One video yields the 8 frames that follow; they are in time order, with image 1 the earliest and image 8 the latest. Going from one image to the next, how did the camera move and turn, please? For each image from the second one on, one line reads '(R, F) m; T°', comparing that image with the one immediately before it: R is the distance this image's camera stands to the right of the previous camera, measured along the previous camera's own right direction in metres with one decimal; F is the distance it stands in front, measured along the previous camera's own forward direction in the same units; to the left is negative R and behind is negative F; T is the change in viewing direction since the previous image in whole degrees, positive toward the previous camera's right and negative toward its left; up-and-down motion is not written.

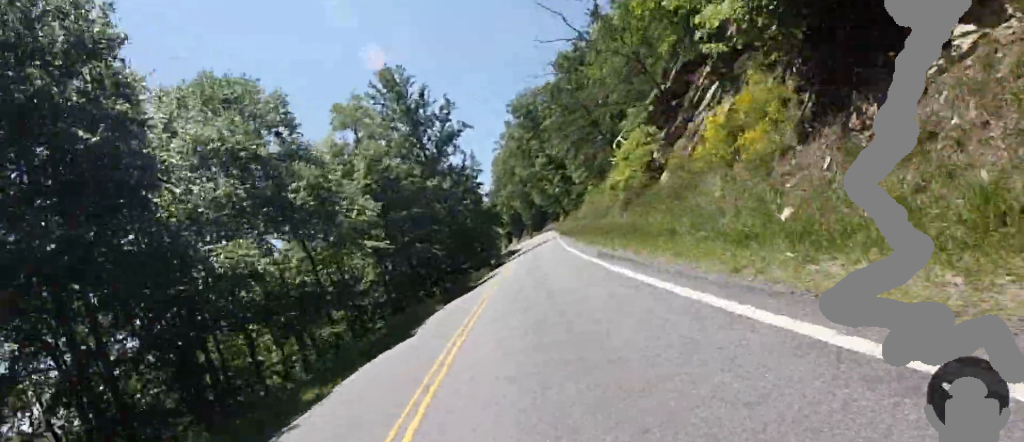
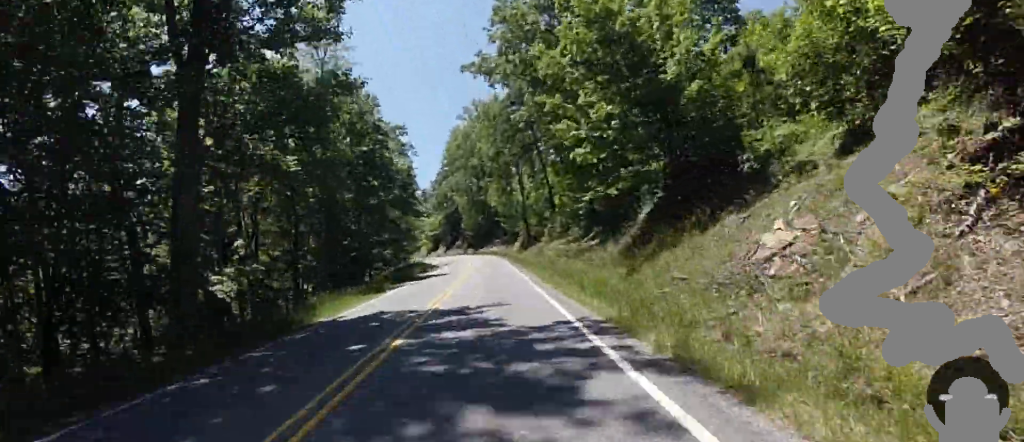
(-4.5, +45.1) m; -11°
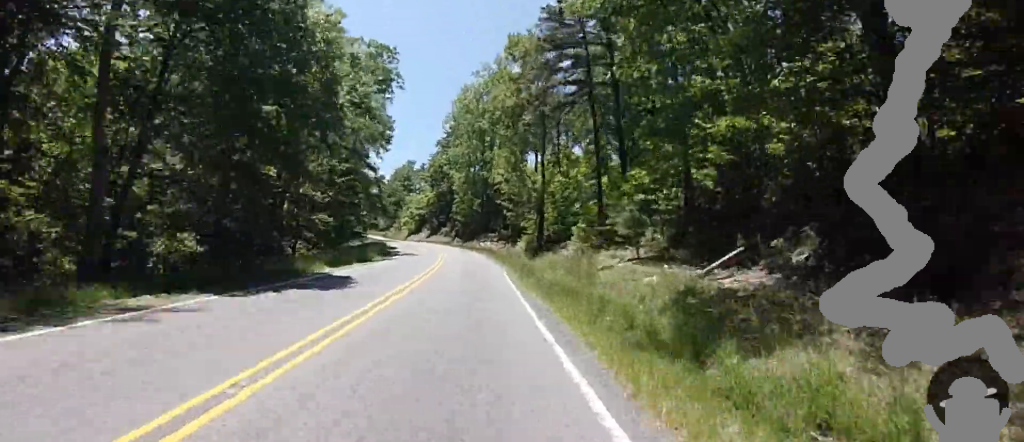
(-4.4, +22.0) m; +11°
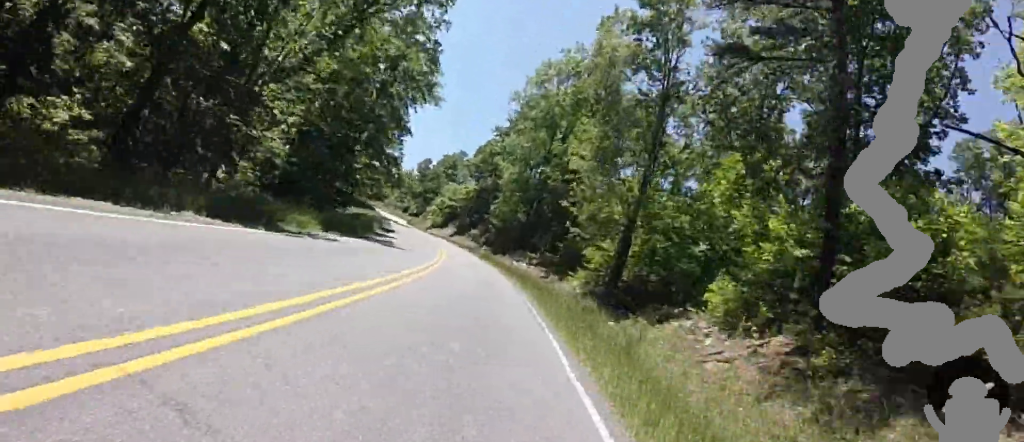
(+7.3, +9.3) m; +15°
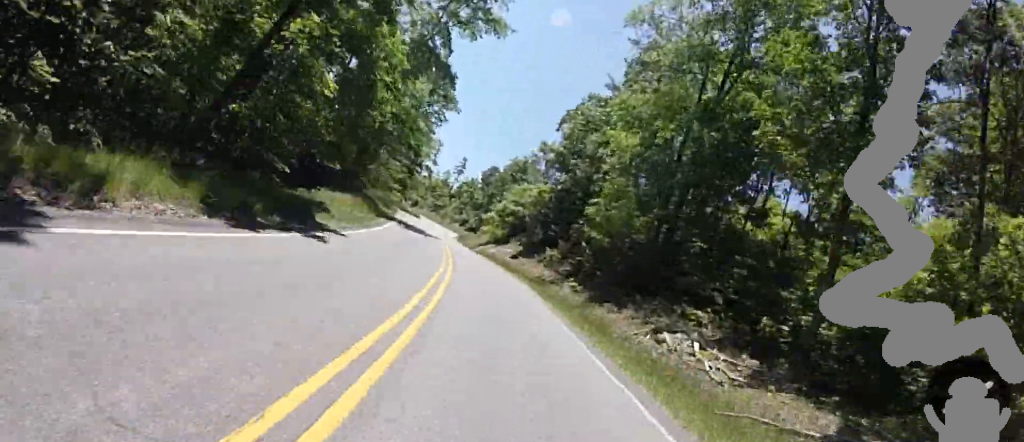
(+0.7, +18.8) m; -17°
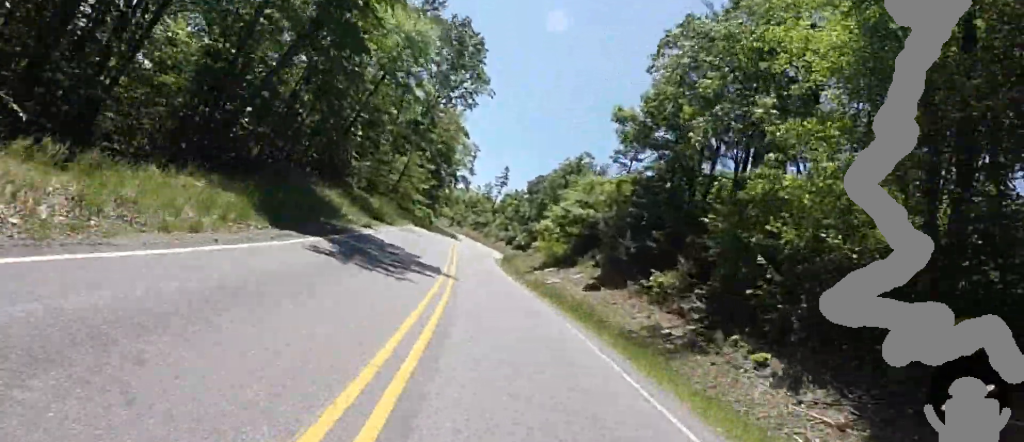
(-2.3, +12.3) m; -14°
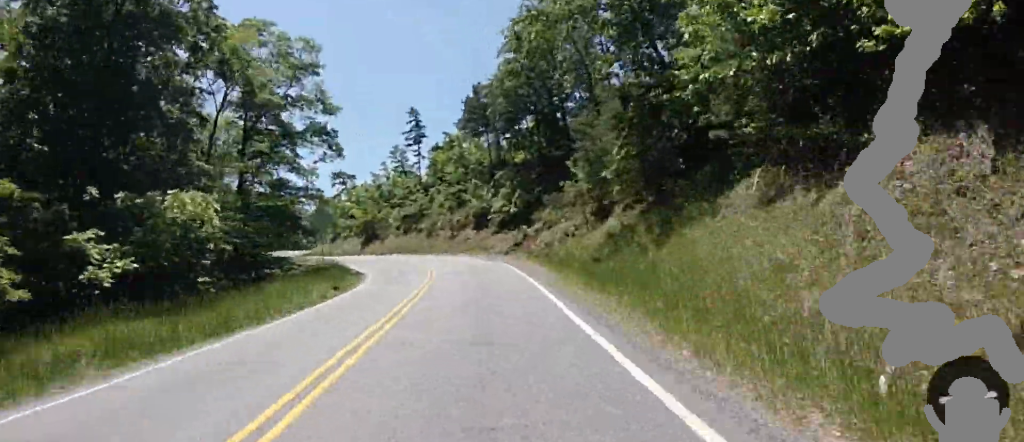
(-3.5, +48.8) m; 0°
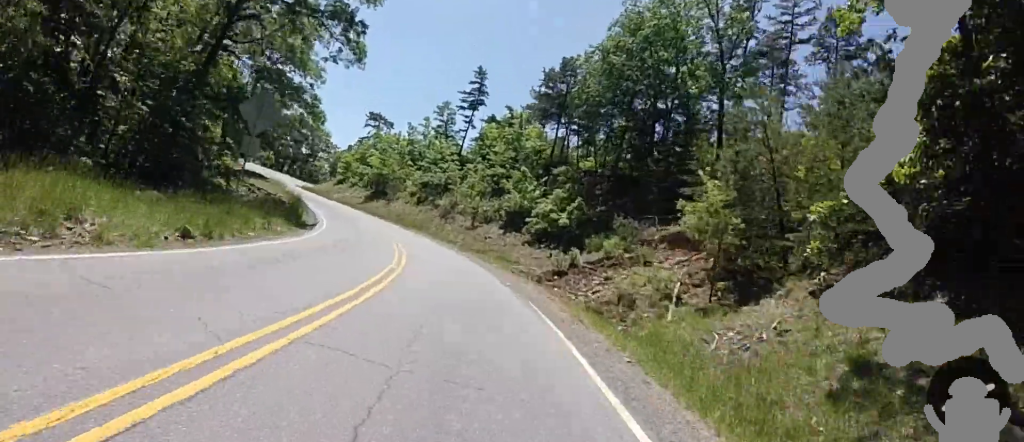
(-0.4, +11.3) m; -1°
